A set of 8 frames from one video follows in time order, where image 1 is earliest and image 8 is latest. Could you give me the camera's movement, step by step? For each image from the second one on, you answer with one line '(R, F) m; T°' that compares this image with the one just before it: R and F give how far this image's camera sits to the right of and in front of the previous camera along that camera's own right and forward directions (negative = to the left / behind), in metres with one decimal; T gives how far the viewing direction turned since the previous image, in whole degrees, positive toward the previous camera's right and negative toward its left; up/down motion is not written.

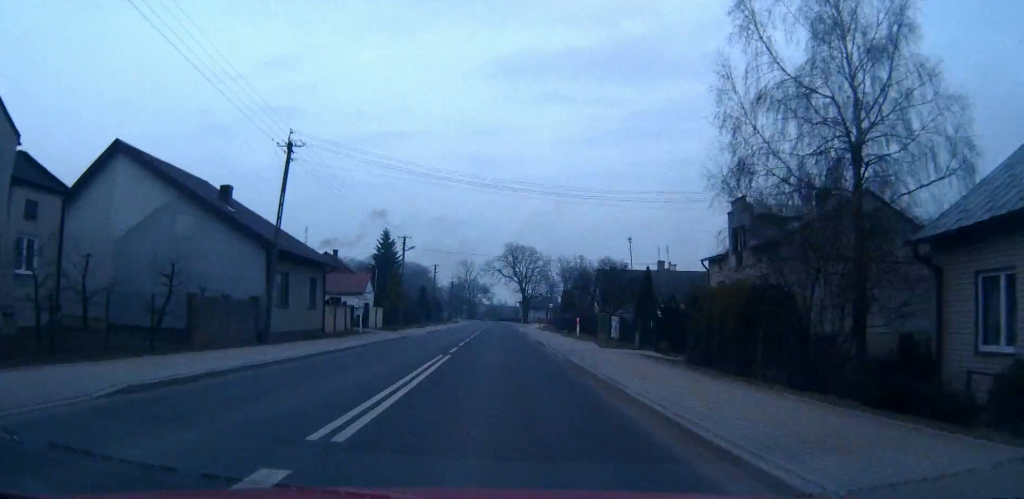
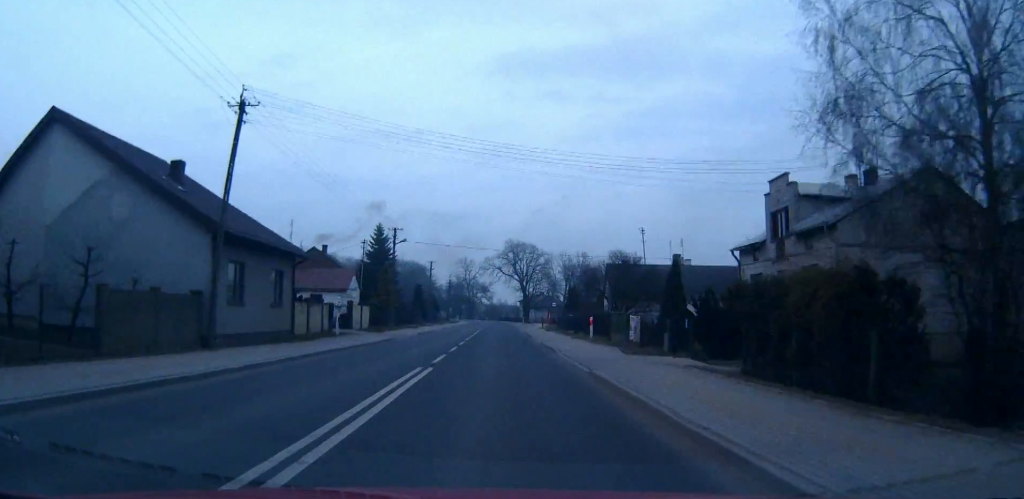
(0.0, +5.8) m; 0°
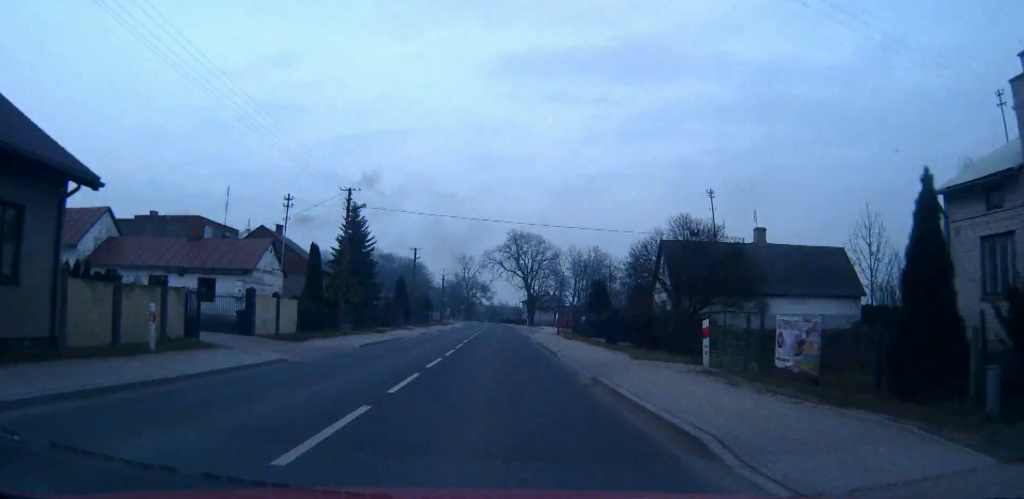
(0.0, +18.9) m; 0°
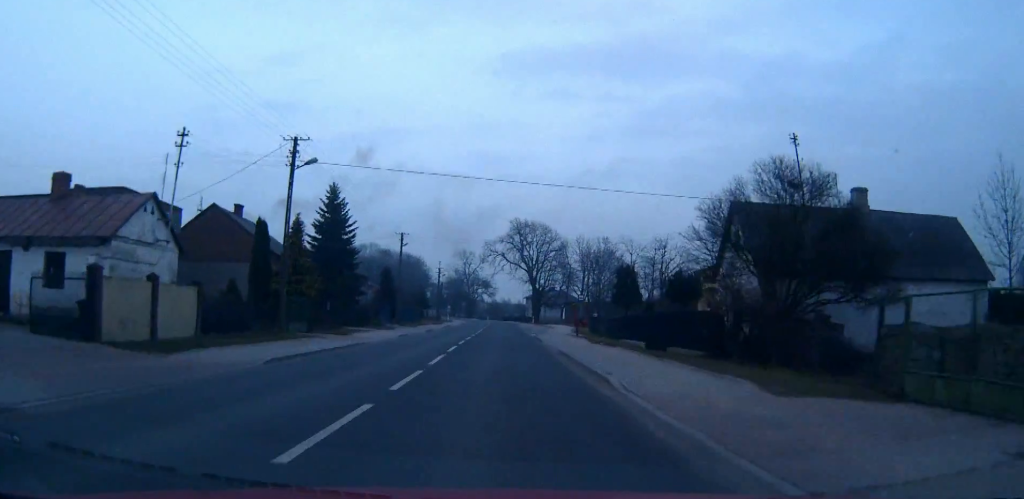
(0.0, +11.8) m; 0°
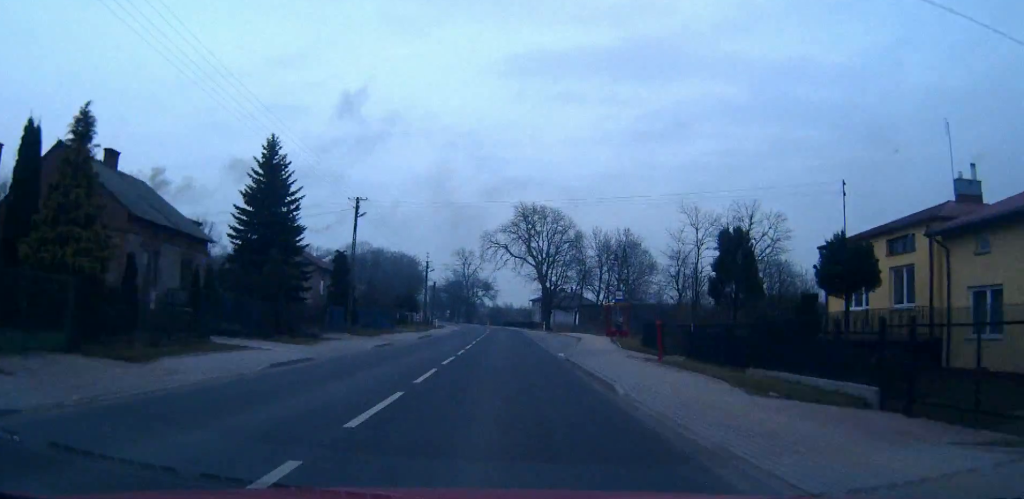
(-0.1, +21.5) m; 0°
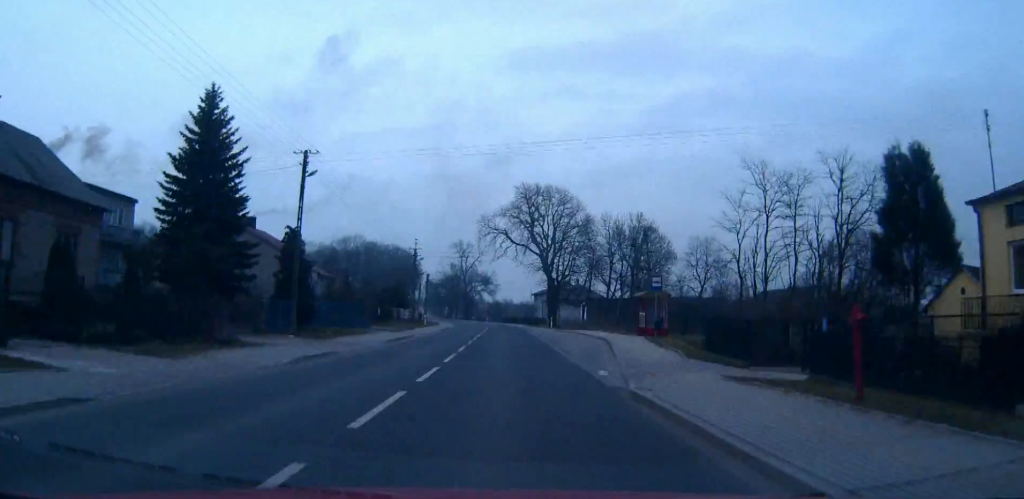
(0.0, +11.9) m; 0°
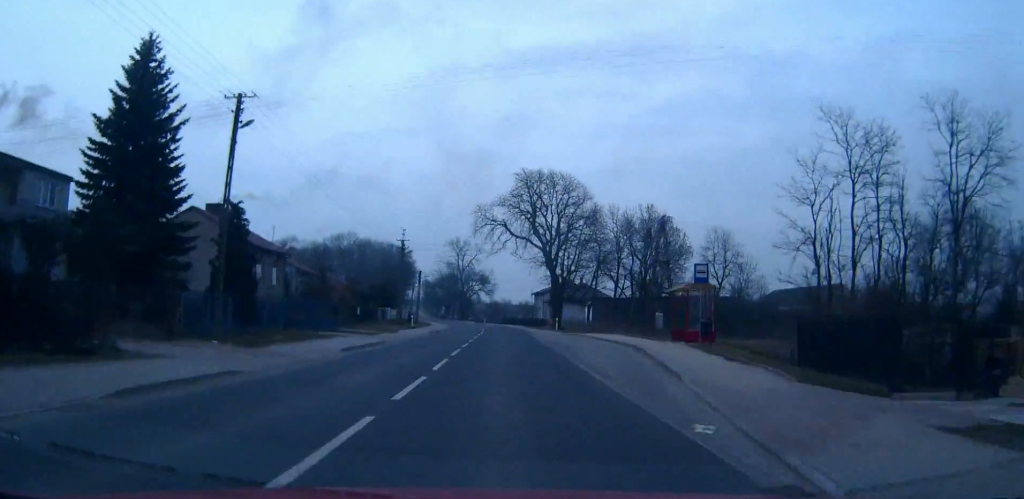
(0.0, +8.7) m; 0°
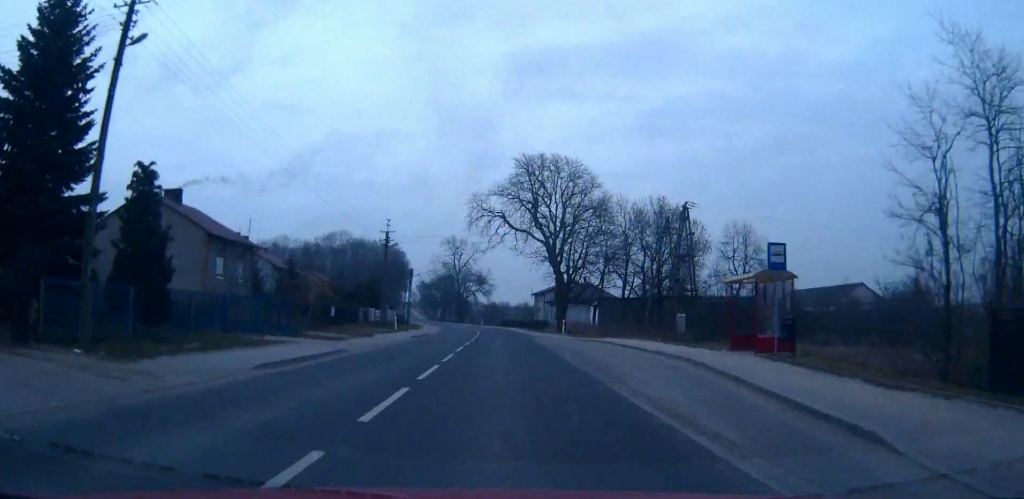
(0.0, +8.3) m; 0°
